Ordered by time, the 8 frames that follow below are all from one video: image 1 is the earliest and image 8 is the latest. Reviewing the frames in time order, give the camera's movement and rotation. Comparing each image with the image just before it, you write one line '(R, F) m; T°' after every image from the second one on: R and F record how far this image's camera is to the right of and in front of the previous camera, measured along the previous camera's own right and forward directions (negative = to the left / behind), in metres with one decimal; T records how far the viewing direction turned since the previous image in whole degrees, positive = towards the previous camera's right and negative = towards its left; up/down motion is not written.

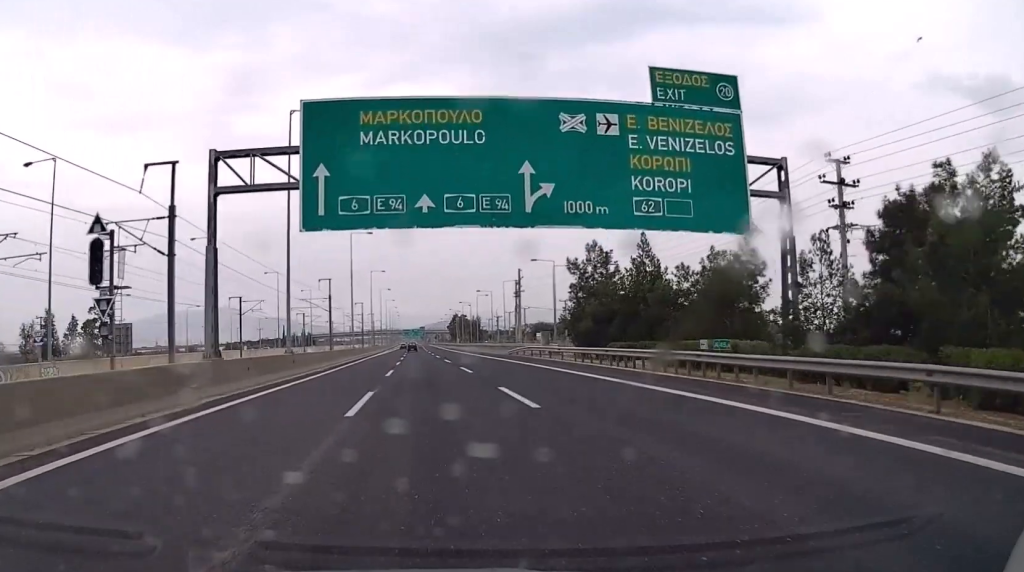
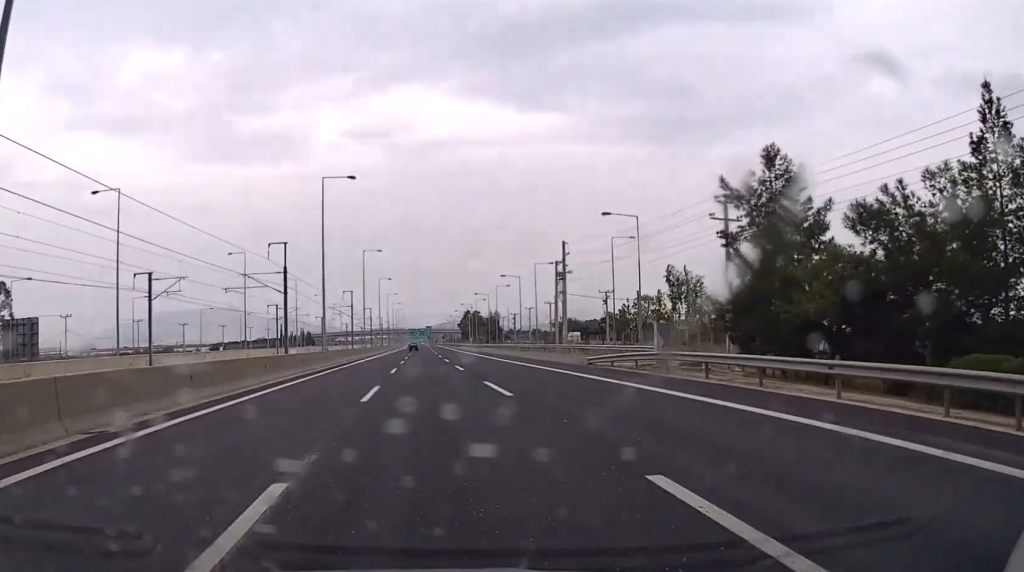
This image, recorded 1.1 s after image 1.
(0.0, +31.8) m; 0°
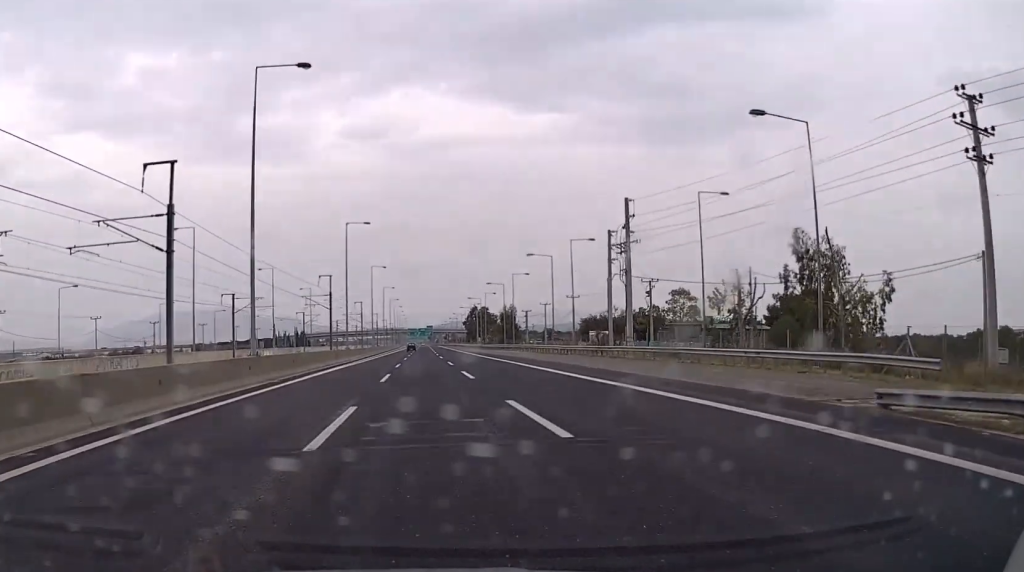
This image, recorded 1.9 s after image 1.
(-0.1, +25.8) m; 0°
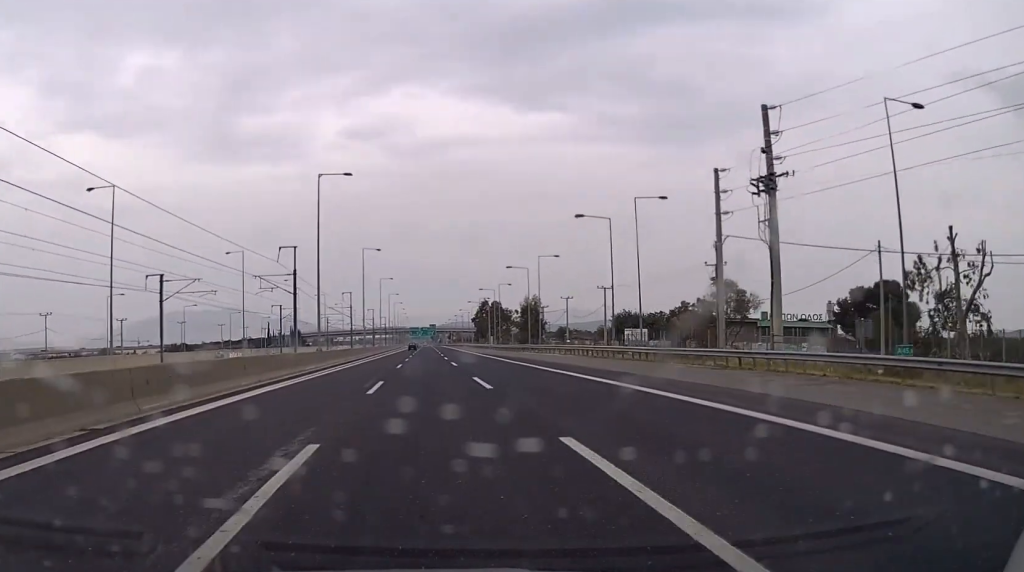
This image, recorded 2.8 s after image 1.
(-0.1, +24.8) m; 0°
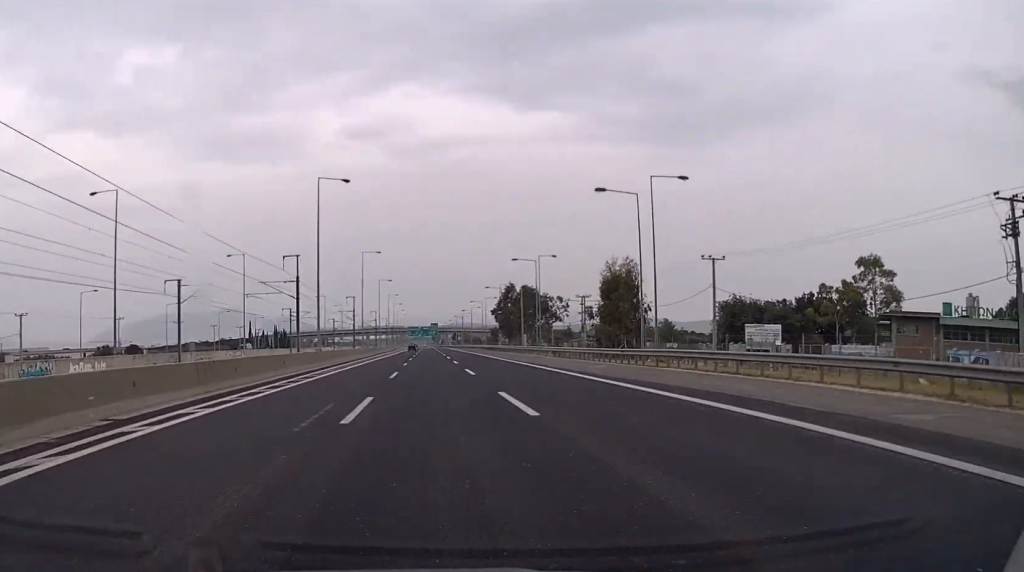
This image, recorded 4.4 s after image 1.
(-0.2, +48.6) m; 0°
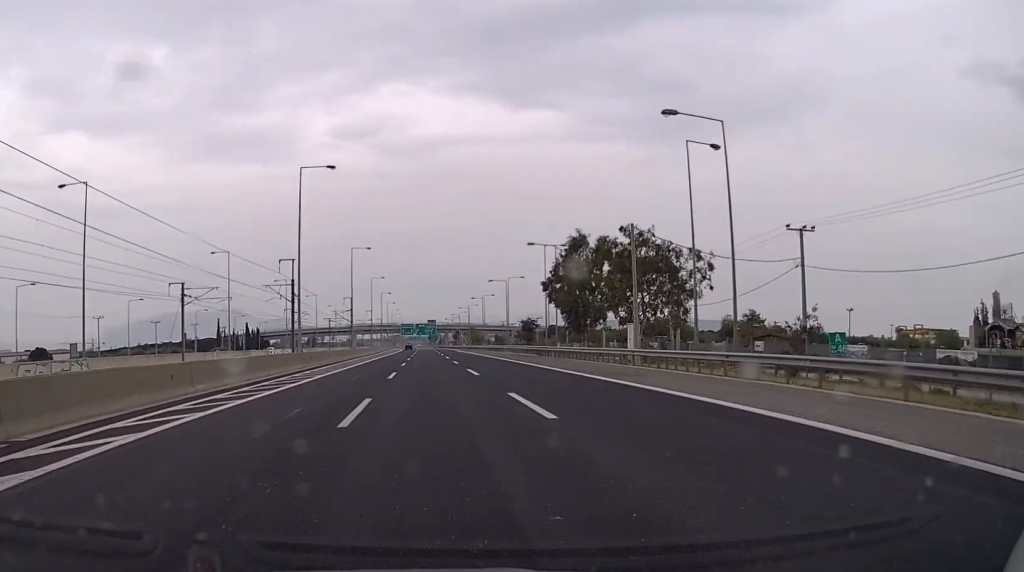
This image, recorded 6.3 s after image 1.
(+0.3, +55.5) m; +1°
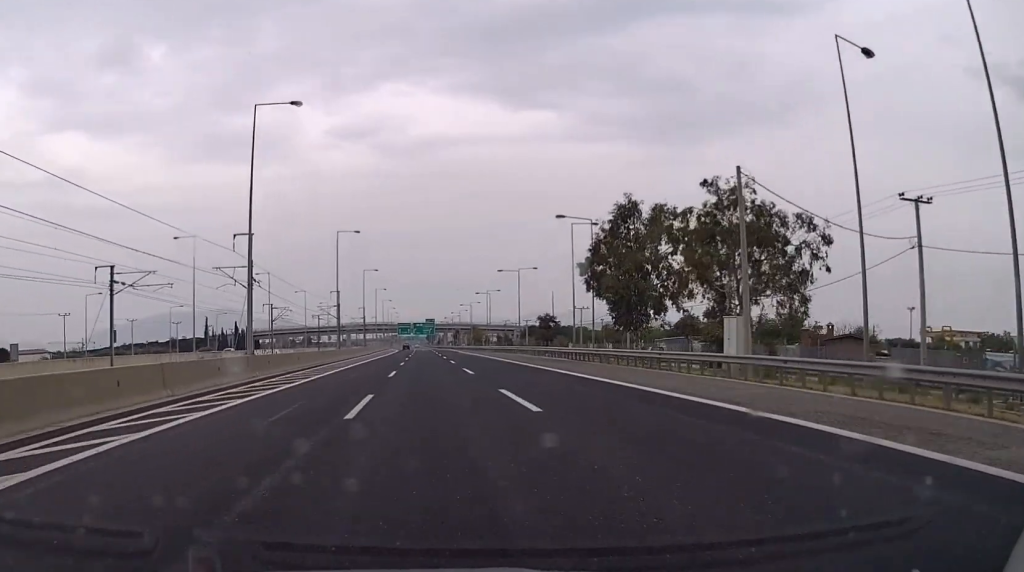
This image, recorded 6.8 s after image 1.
(0.0, +15.8) m; 0°
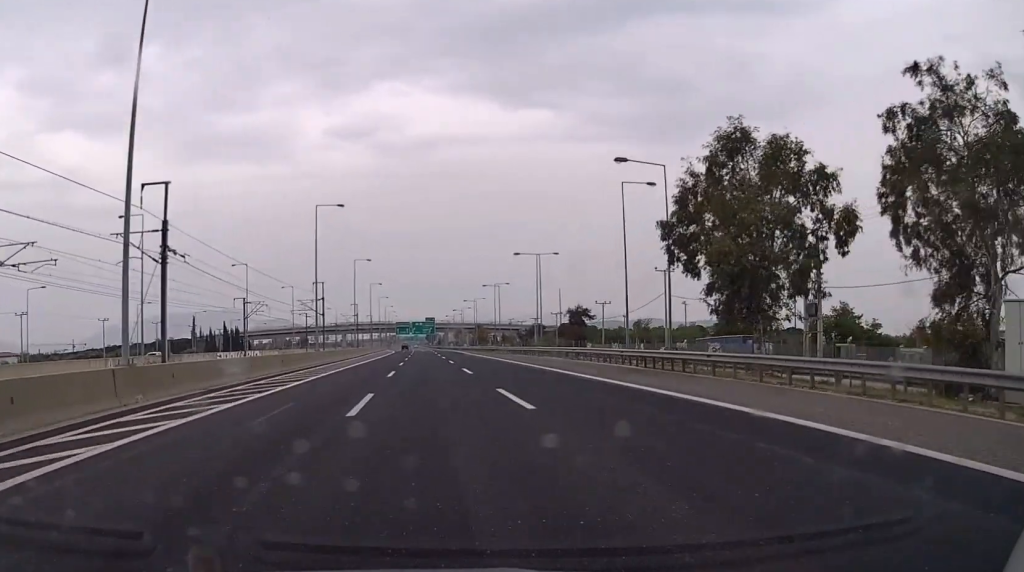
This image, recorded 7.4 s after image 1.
(0.0, +17.8) m; 0°
